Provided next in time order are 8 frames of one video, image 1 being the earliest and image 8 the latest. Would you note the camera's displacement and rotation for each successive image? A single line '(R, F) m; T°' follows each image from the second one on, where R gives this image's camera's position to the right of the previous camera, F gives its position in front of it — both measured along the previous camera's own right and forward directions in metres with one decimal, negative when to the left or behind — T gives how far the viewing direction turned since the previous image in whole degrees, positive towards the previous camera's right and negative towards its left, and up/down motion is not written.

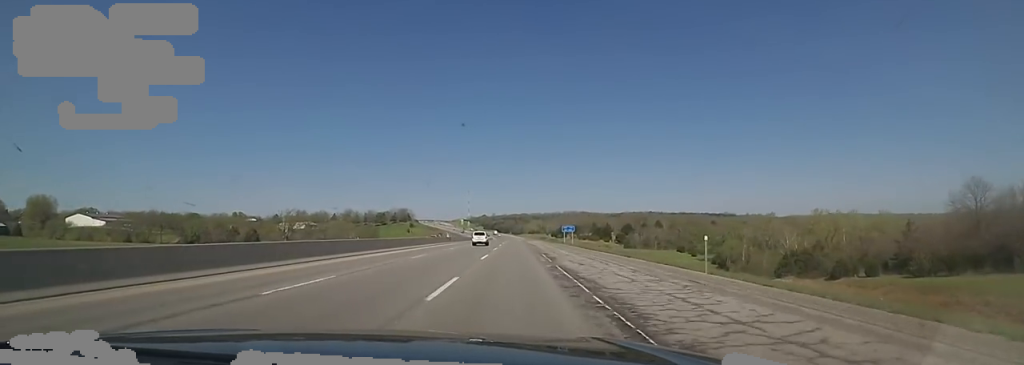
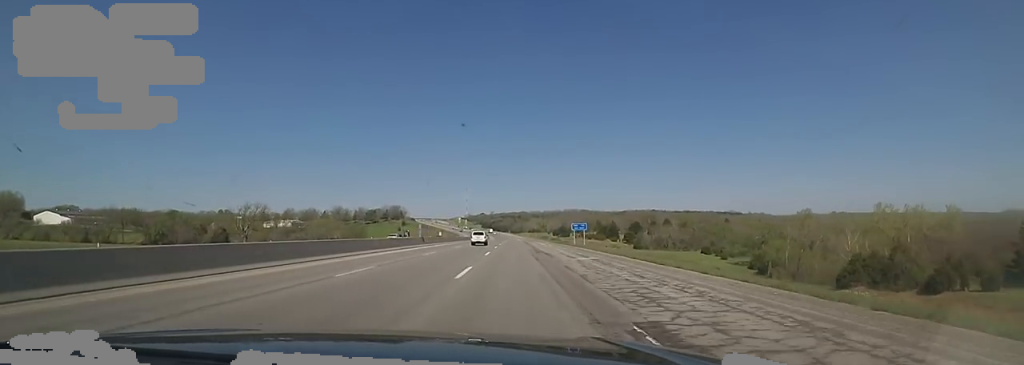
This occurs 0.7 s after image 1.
(-0.3, +25.7) m; +1°
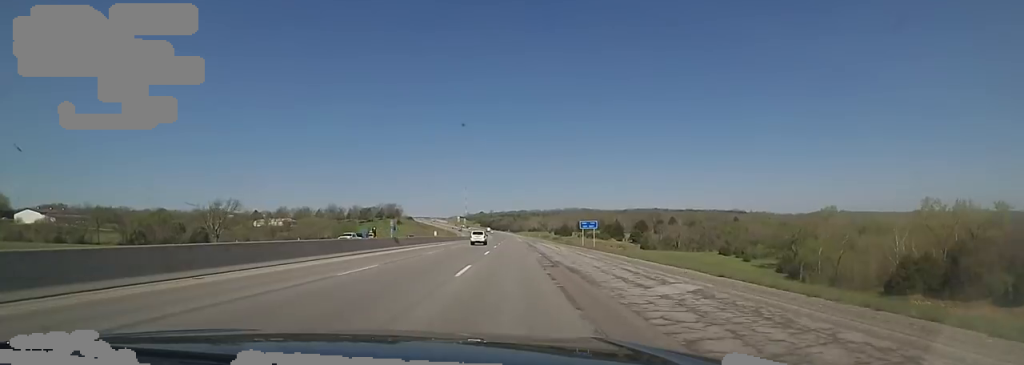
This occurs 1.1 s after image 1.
(-0.4, +14.7) m; +1°
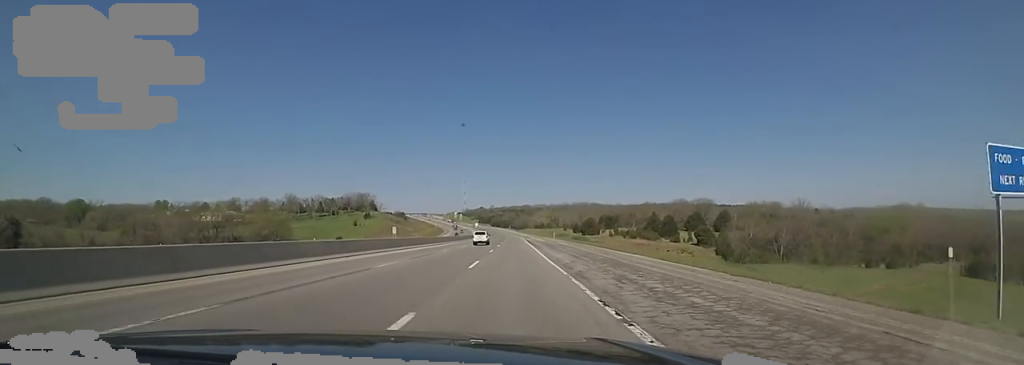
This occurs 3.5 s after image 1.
(+0.5, +88.2) m; 0°
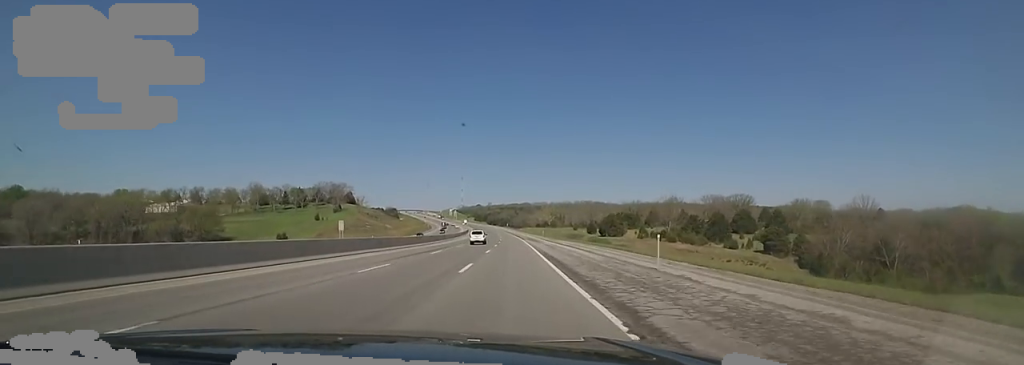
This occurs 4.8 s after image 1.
(+0.5, +47.9) m; 0°
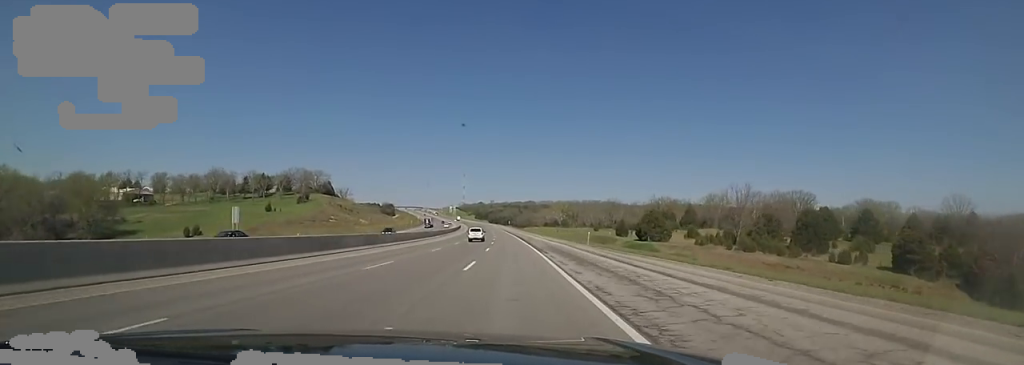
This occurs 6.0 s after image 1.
(+0.5, +45.5) m; -1°
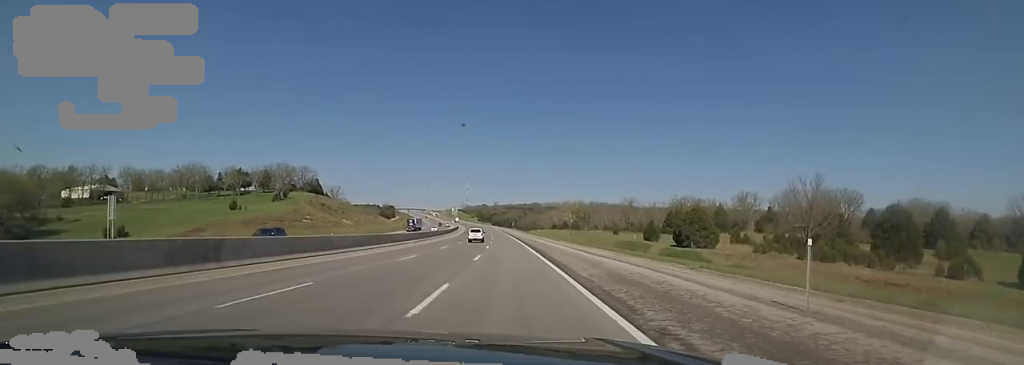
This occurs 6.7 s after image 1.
(-0.5, +24.5) m; -1°
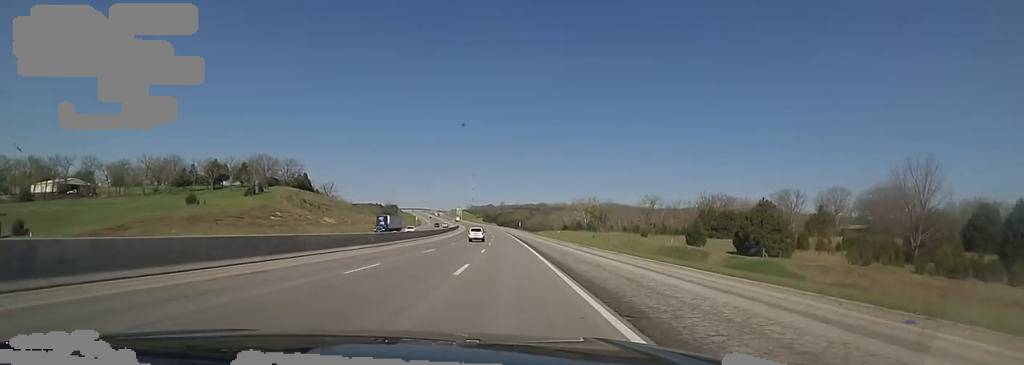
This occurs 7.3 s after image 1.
(-0.5, +23.3) m; -1°
